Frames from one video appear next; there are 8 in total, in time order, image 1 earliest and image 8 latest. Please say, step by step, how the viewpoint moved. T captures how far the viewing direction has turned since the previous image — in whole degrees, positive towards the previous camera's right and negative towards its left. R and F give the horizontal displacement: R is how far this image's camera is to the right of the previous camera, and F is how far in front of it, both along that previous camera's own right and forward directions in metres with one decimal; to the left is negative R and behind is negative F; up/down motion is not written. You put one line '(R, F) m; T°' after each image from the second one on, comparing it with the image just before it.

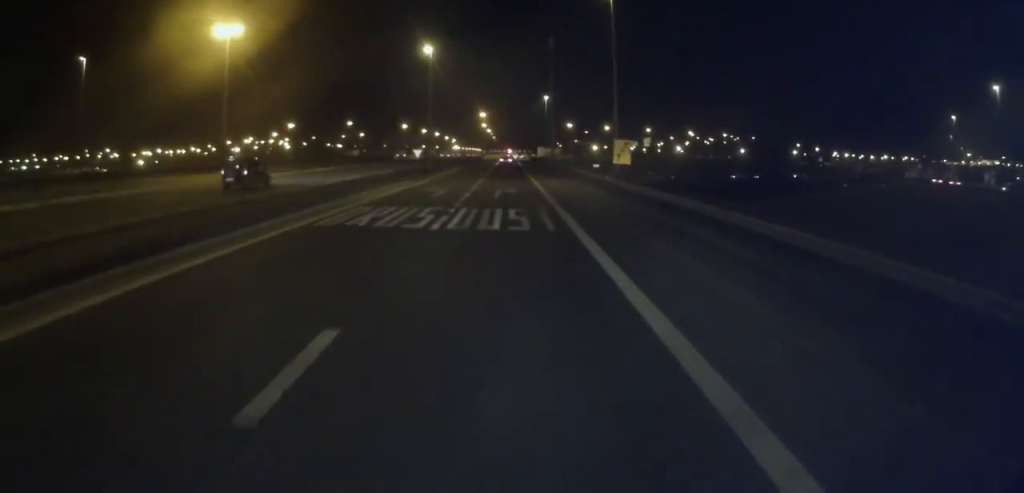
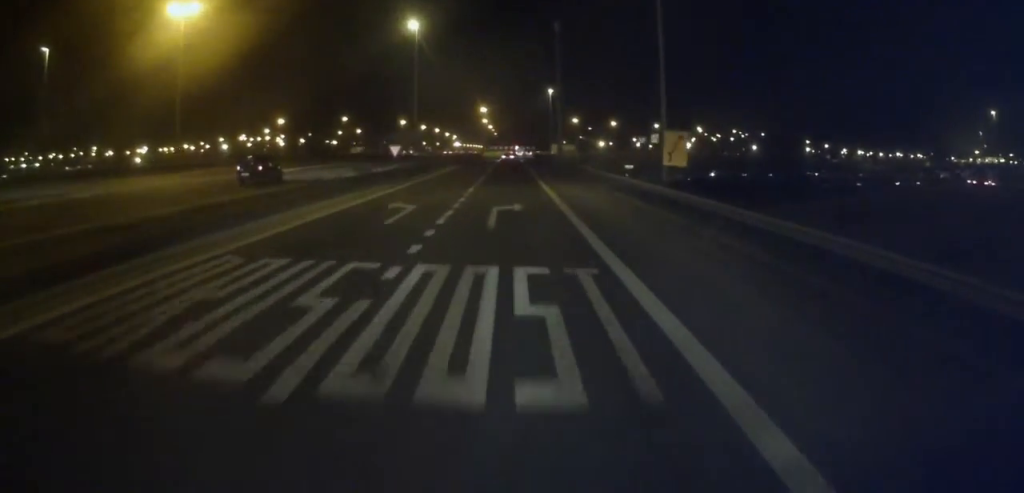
(0.0, +12.8) m; 0°
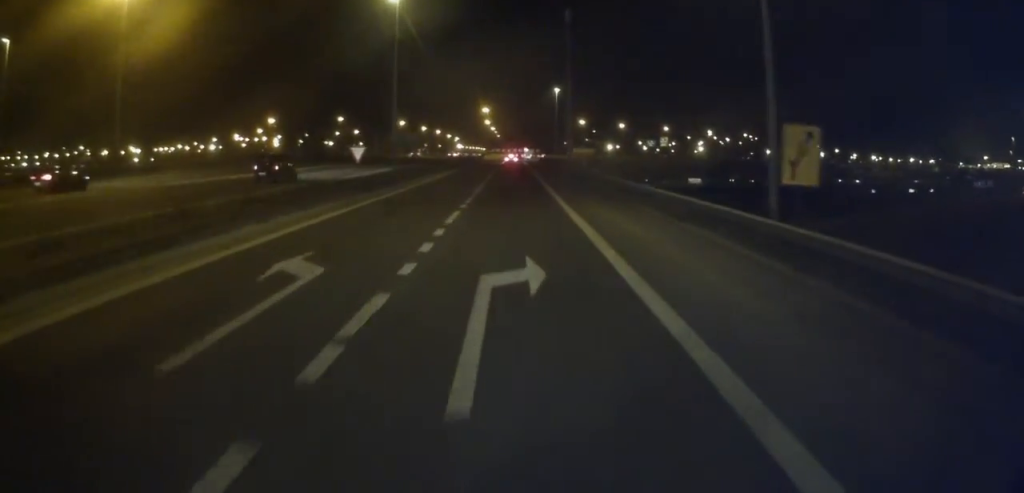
(0.0, +12.5) m; 0°
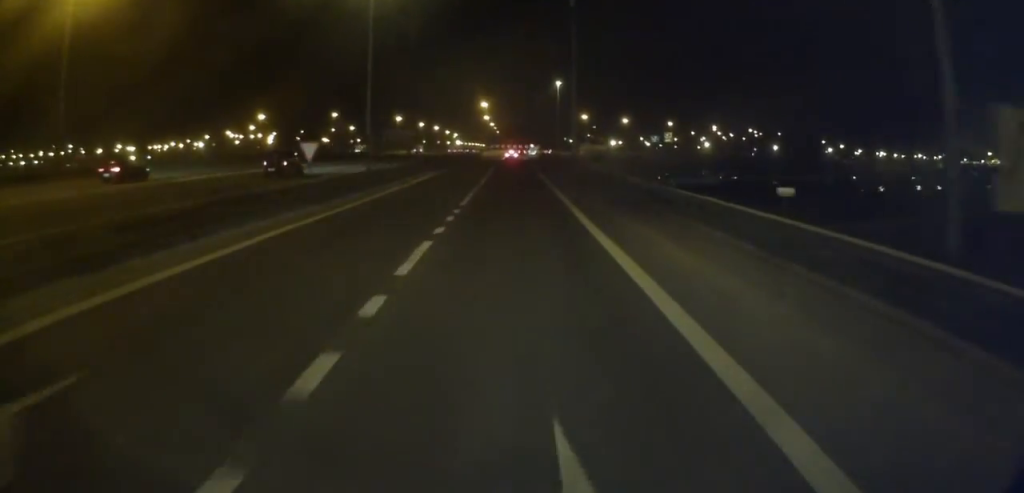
(0.0, +8.5) m; 0°
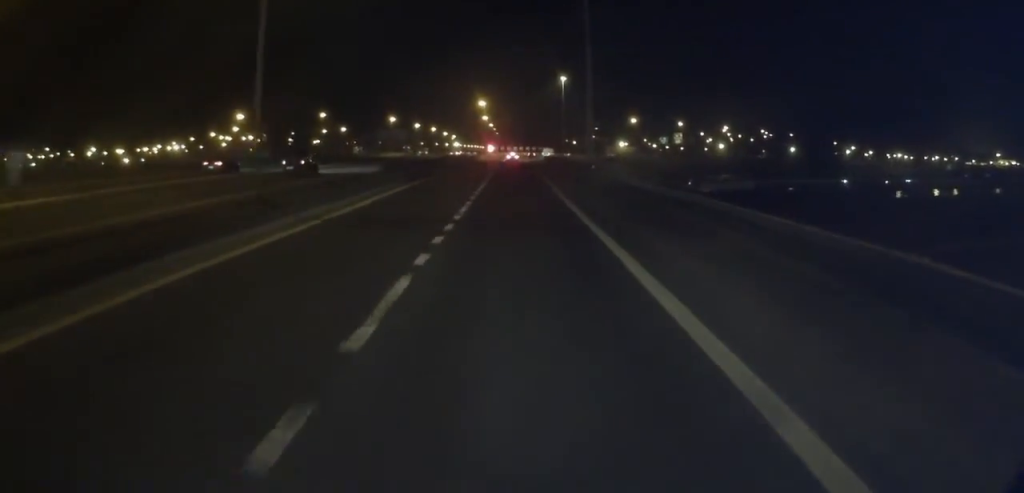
(-0.1, +17.2) m; 0°
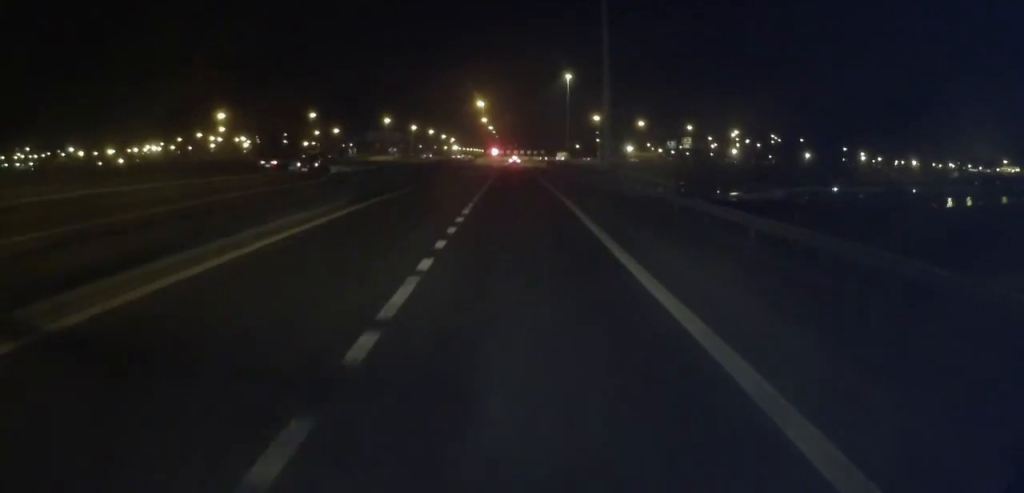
(+0.1, +13.7) m; 0°
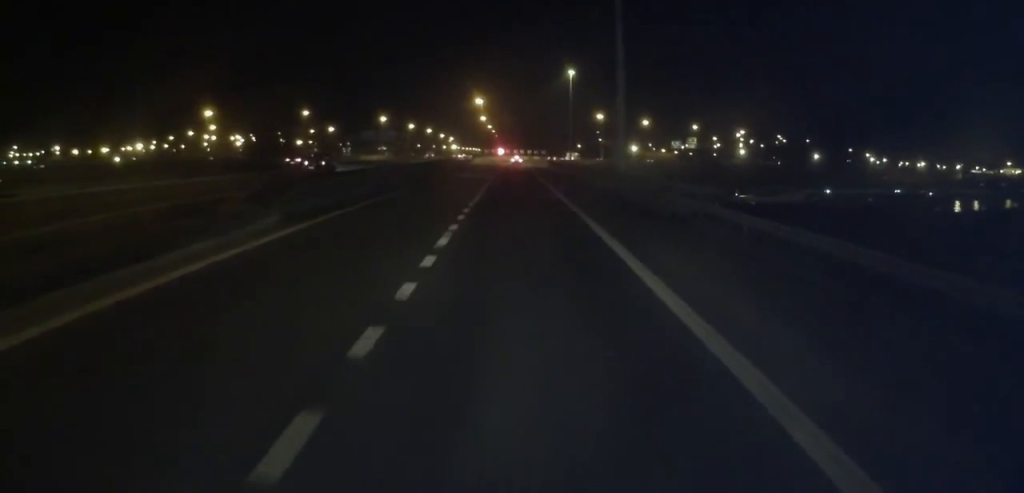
(0.0, +7.9) m; 0°
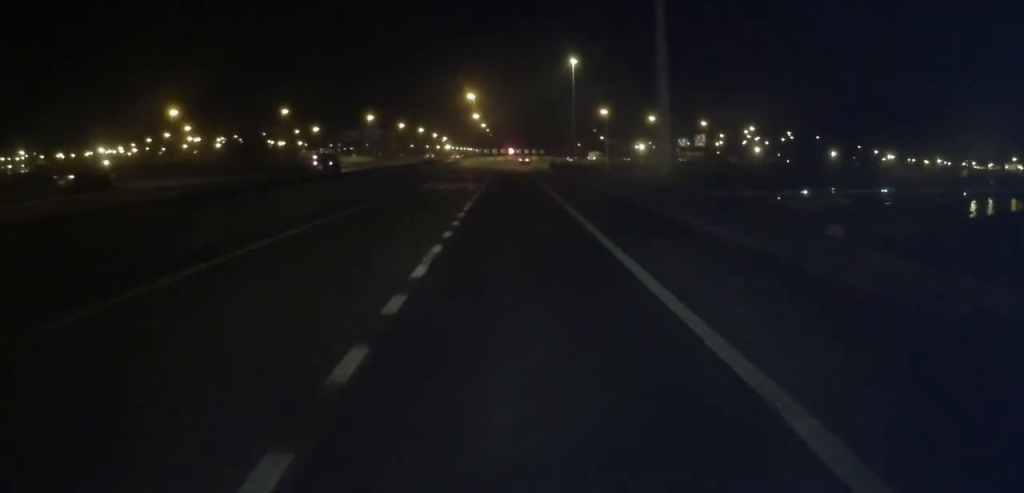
(0.0, +16.7) m; -1°
